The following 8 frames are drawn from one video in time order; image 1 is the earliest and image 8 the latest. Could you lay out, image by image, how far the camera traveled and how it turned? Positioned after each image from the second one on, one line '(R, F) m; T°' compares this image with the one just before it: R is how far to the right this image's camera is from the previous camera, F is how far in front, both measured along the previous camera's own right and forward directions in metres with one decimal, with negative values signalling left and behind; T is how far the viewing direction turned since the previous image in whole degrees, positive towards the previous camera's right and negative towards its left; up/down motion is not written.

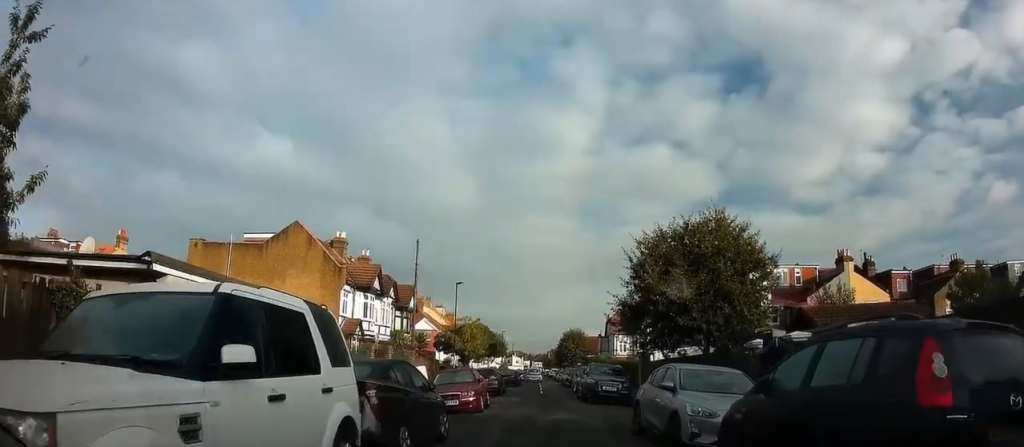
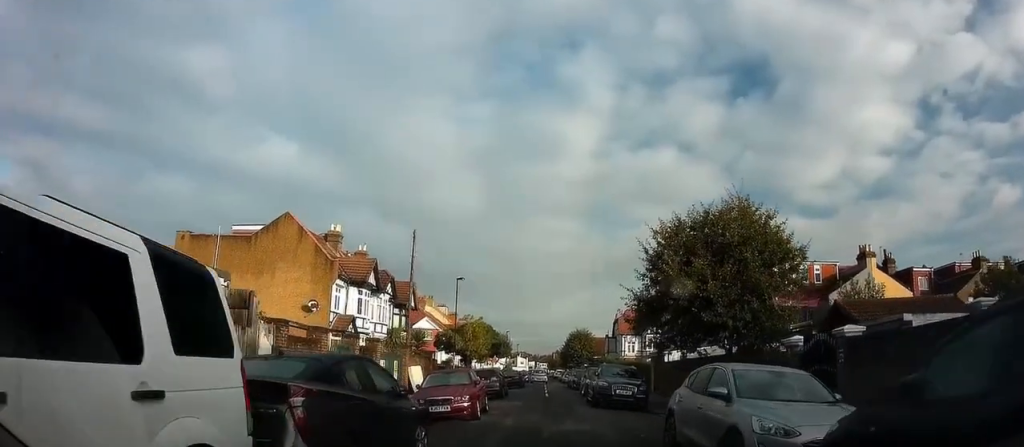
(+0.1, +2.5) m; 0°
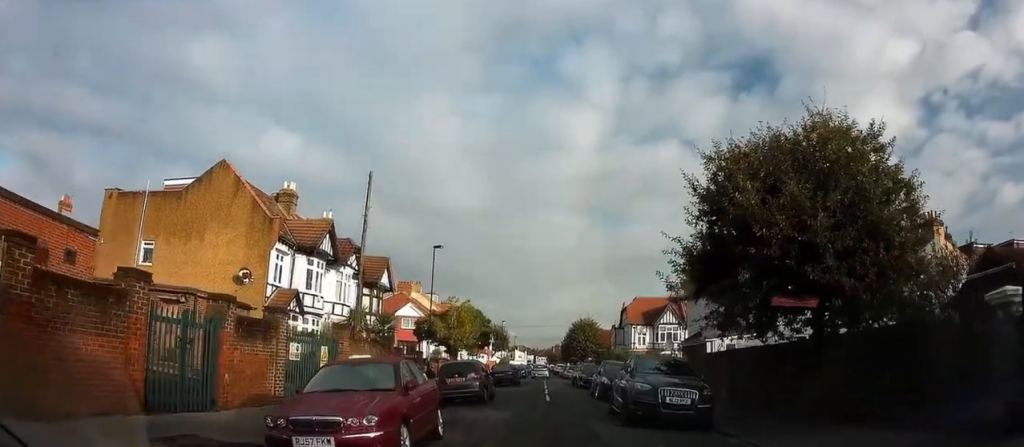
(-0.2, +8.4) m; -2°
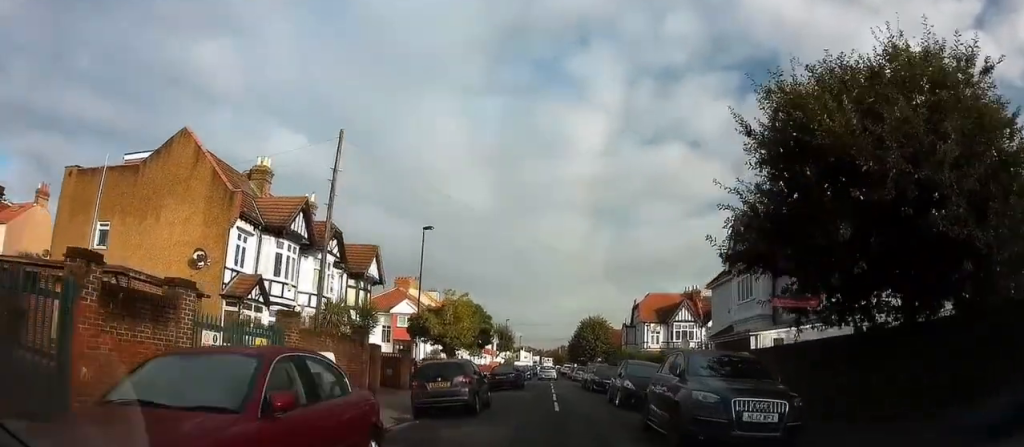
(0.0, +4.4) m; 0°
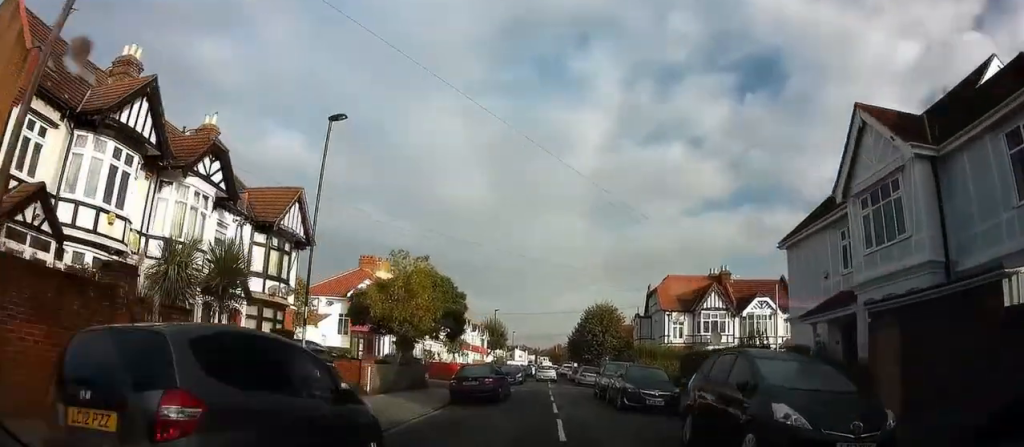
(+0.2, +11.9) m; +2°
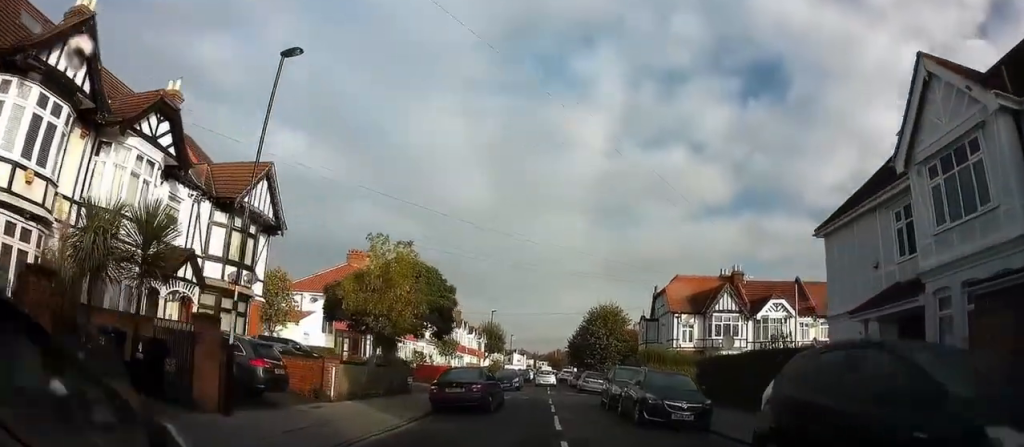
(0.0, +3.5) m; +1°
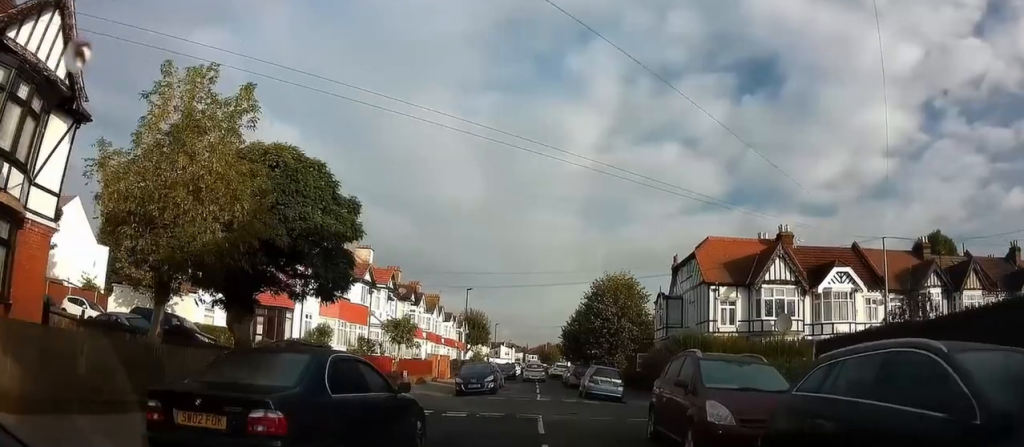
(-0.1, +12.9) m; -1°
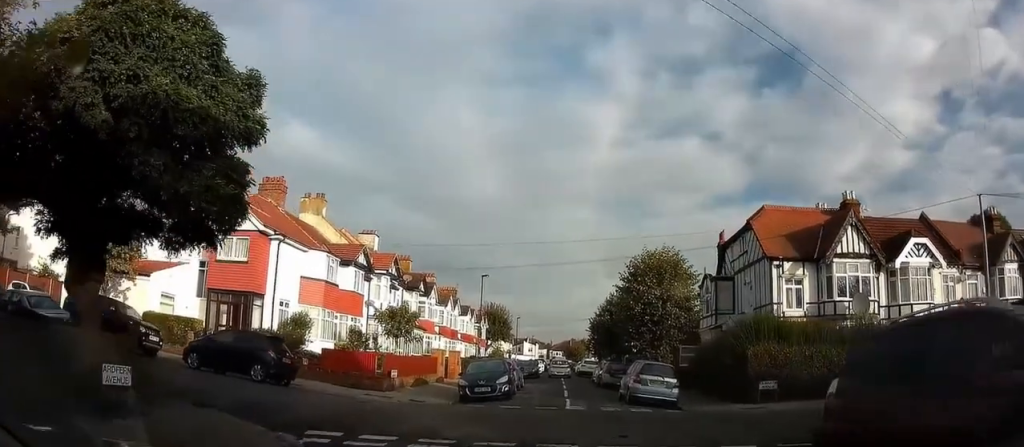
(0.0, +5.7) m; 0°
